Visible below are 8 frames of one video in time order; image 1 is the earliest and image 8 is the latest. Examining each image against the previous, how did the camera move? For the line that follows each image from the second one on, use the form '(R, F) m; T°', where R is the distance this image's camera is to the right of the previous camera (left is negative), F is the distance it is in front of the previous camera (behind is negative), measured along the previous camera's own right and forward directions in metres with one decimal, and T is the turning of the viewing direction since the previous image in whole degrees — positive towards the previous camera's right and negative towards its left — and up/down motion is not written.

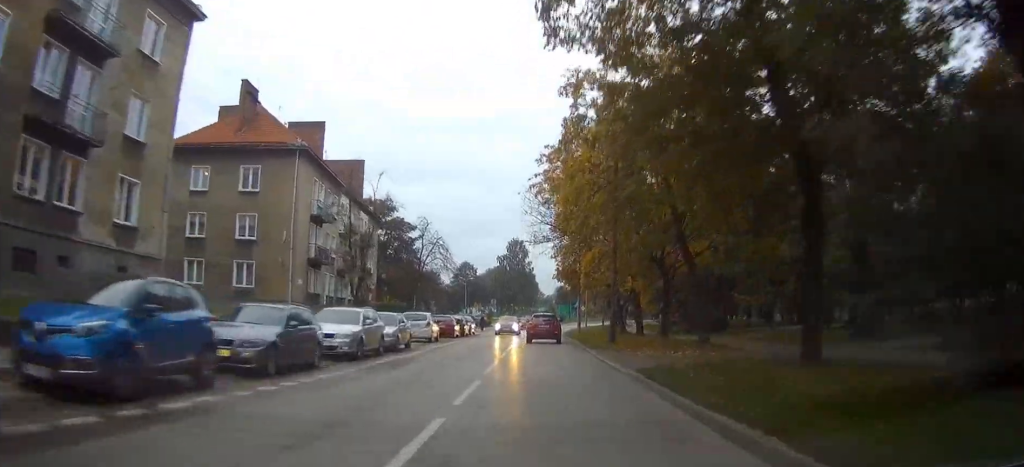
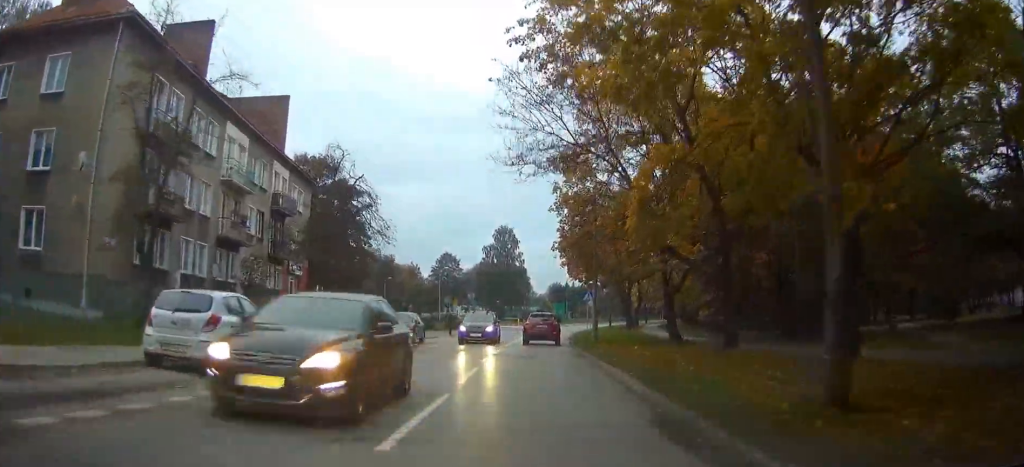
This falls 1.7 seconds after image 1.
(+0.1, +22.0) m; 0°
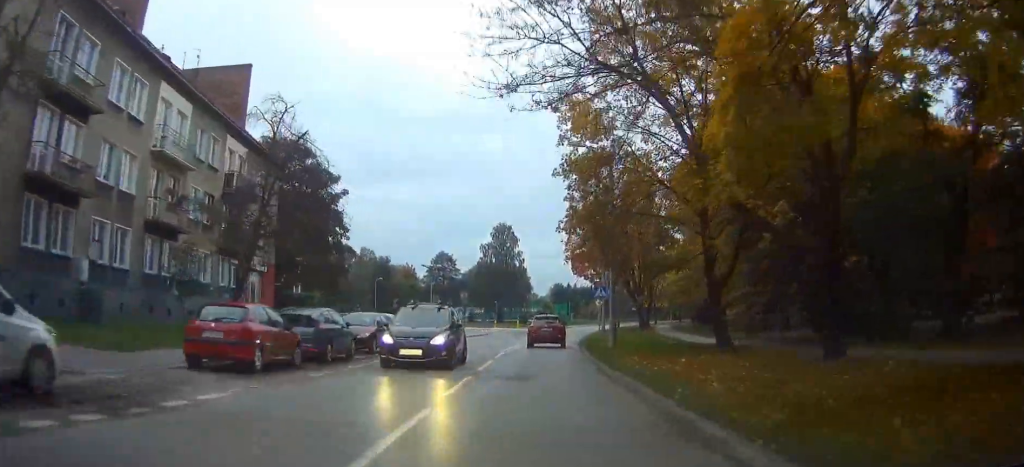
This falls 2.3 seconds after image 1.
(0.0, +7.8) m; 0°
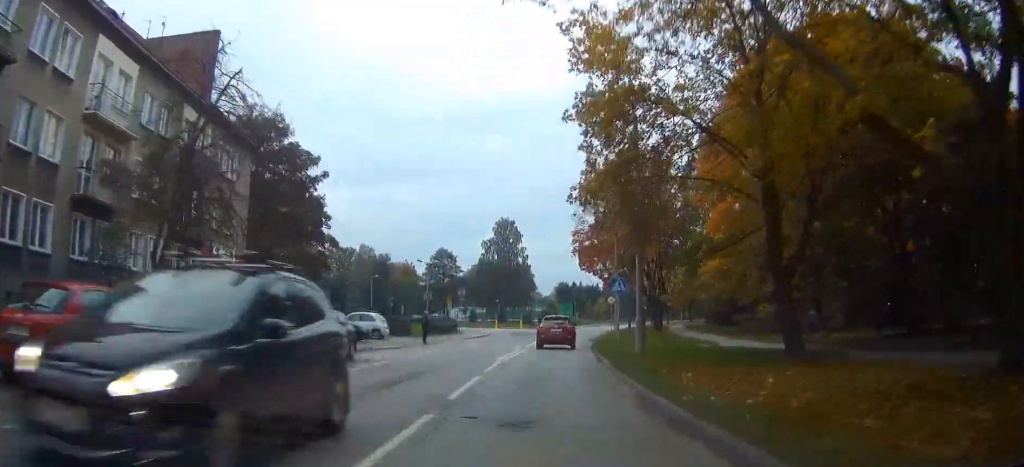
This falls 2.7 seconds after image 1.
(0.0, +6.1) m; 0°
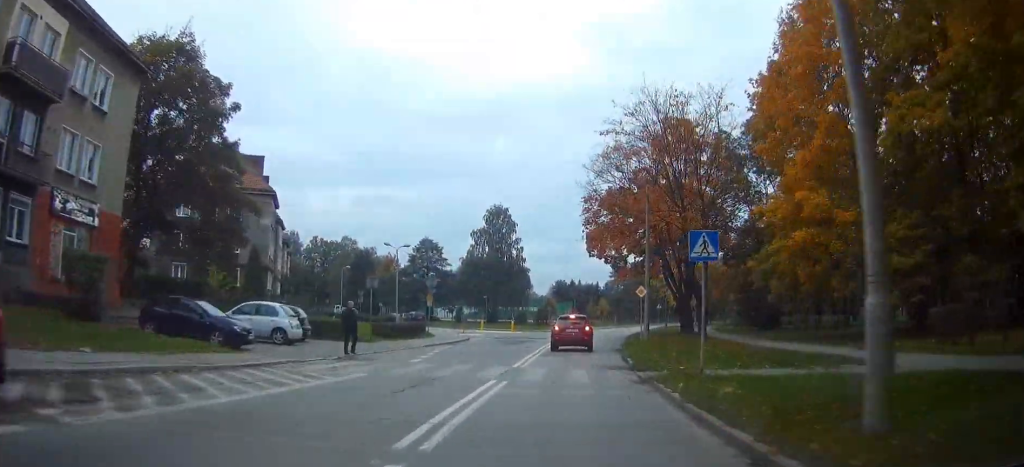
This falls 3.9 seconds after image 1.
(-0.1, +14.7) m; -1°
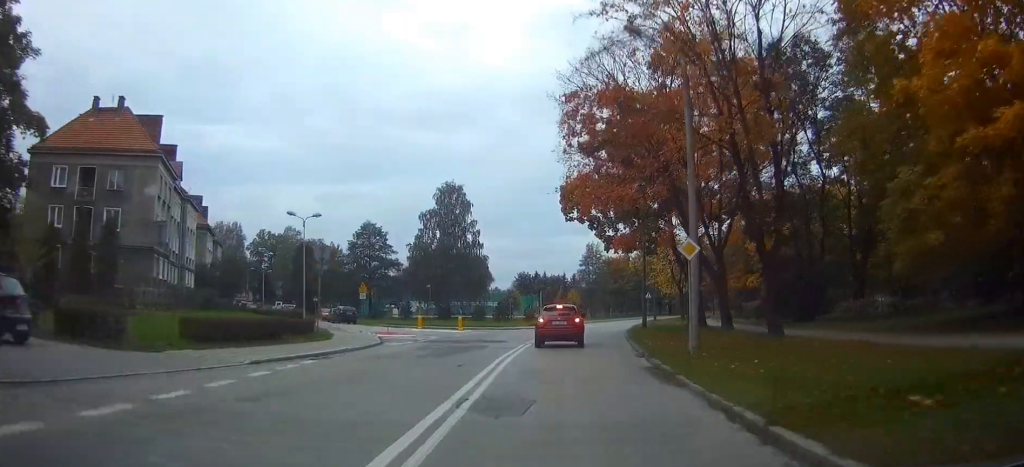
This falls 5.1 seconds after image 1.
(0.0, +15.9) m; +1°
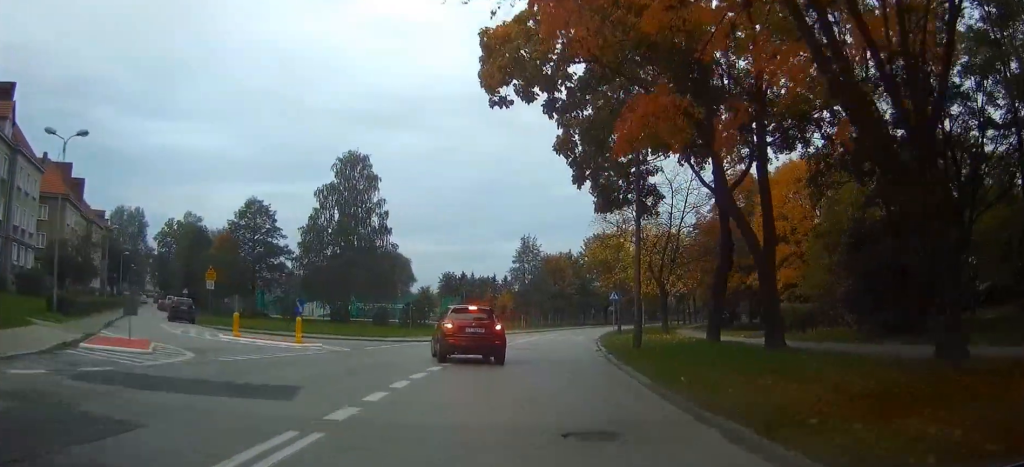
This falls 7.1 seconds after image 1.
(+1.1, +21.9) m; +6°
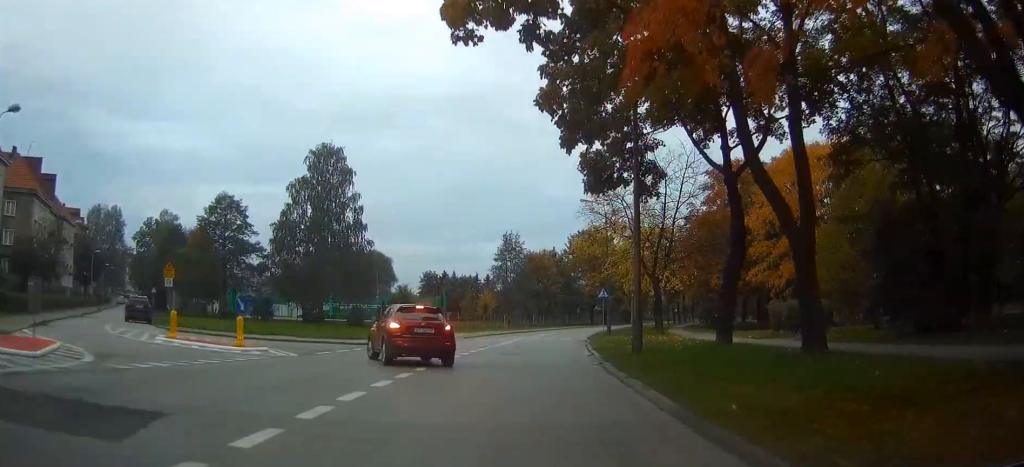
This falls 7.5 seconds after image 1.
(+0.1, +4.4) m; +1°
